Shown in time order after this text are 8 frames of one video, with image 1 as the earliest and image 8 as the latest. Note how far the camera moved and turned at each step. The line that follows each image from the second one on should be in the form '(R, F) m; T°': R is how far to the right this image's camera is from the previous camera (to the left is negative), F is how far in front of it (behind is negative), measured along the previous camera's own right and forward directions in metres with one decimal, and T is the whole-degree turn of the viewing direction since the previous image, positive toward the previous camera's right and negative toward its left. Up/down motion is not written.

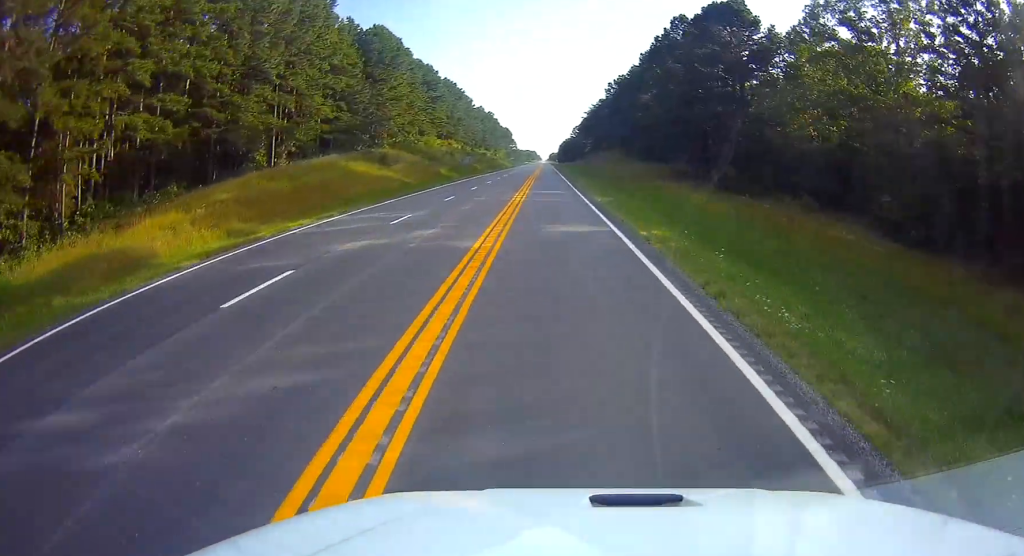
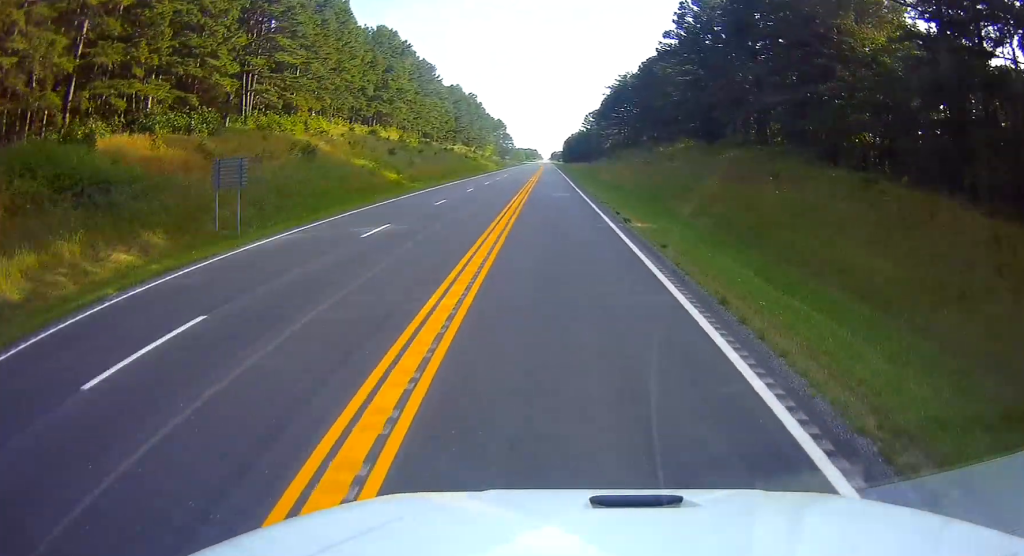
(0.0, +76.8) m; 0°
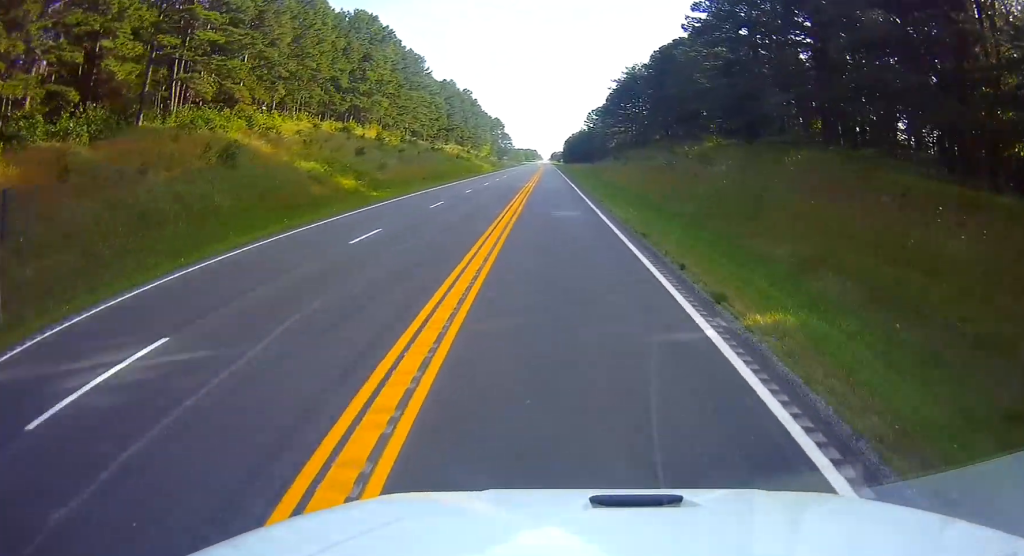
(0.0, +13.3) m; 0°
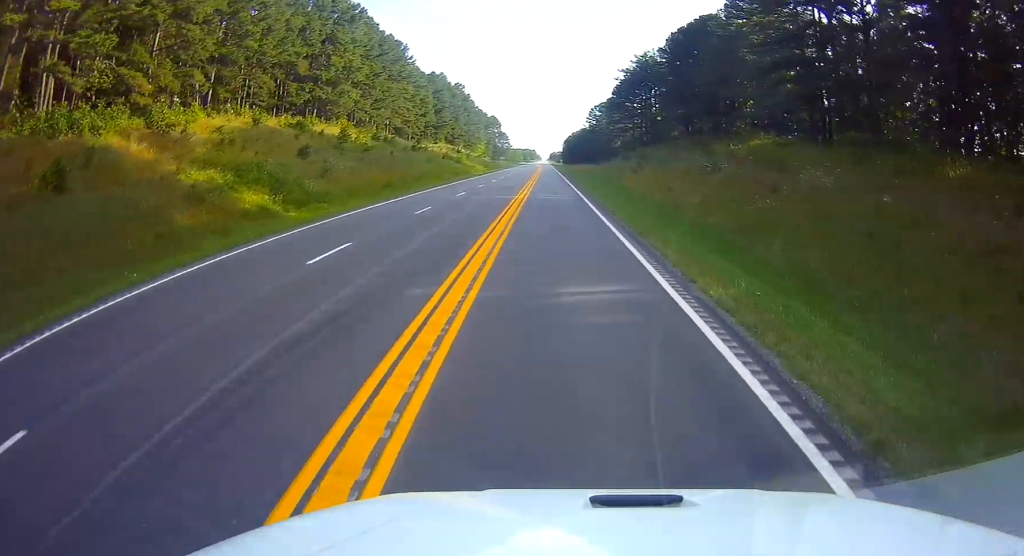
(0.0, +15.4) m; 0°
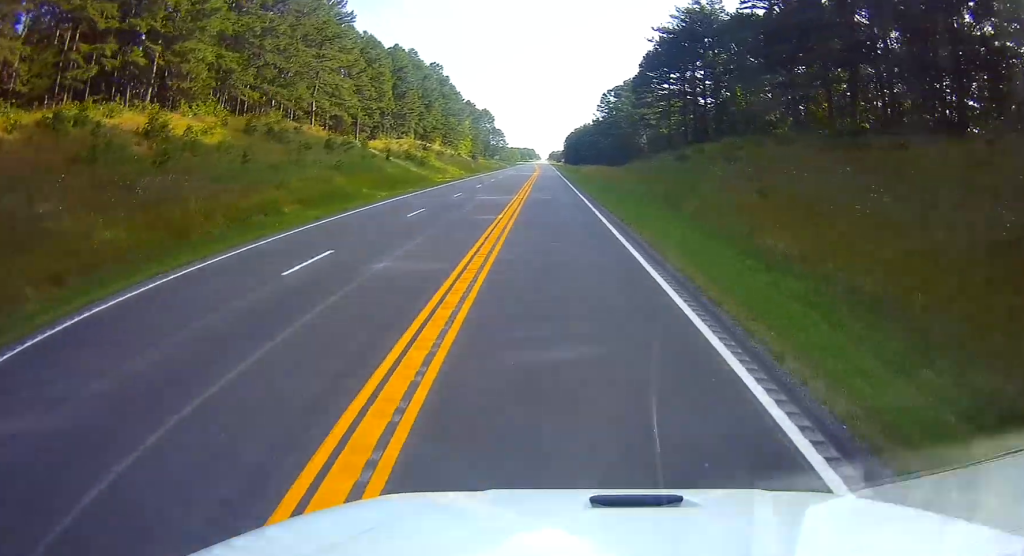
(0.0, +38.0) m; 0°
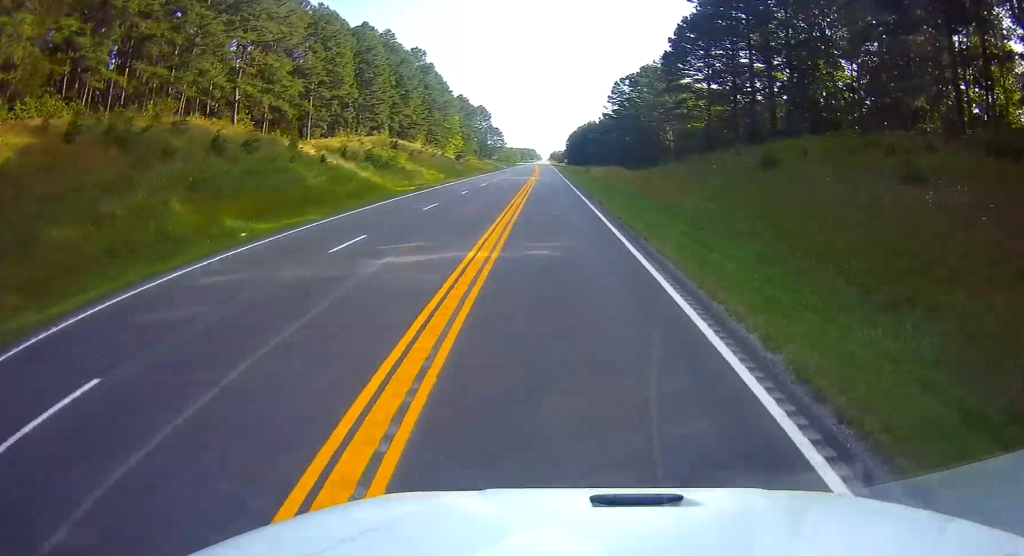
(0.0, +21.6) m; 0°
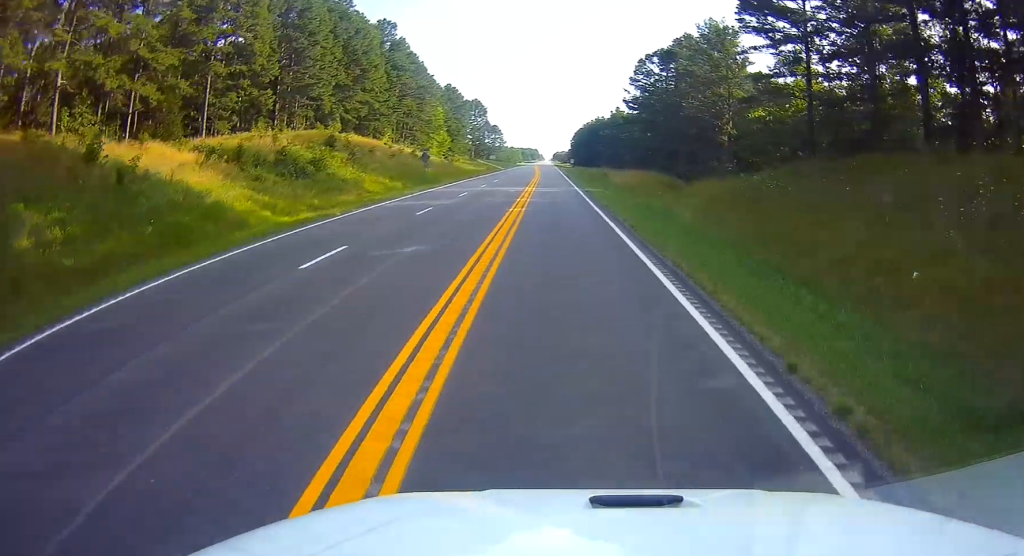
(0.0, +26.7) m; 0°
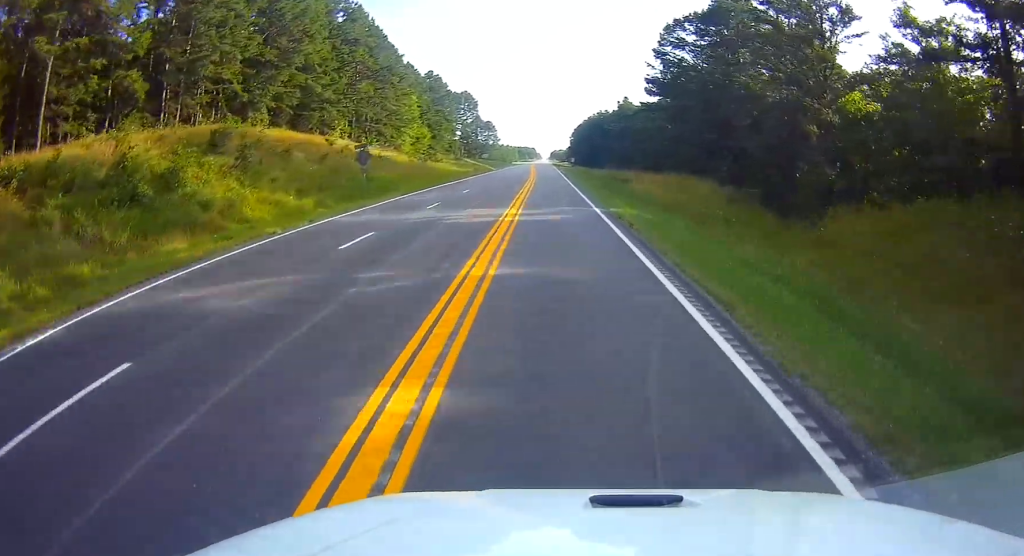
(0.0, +21.6) m; 0°
